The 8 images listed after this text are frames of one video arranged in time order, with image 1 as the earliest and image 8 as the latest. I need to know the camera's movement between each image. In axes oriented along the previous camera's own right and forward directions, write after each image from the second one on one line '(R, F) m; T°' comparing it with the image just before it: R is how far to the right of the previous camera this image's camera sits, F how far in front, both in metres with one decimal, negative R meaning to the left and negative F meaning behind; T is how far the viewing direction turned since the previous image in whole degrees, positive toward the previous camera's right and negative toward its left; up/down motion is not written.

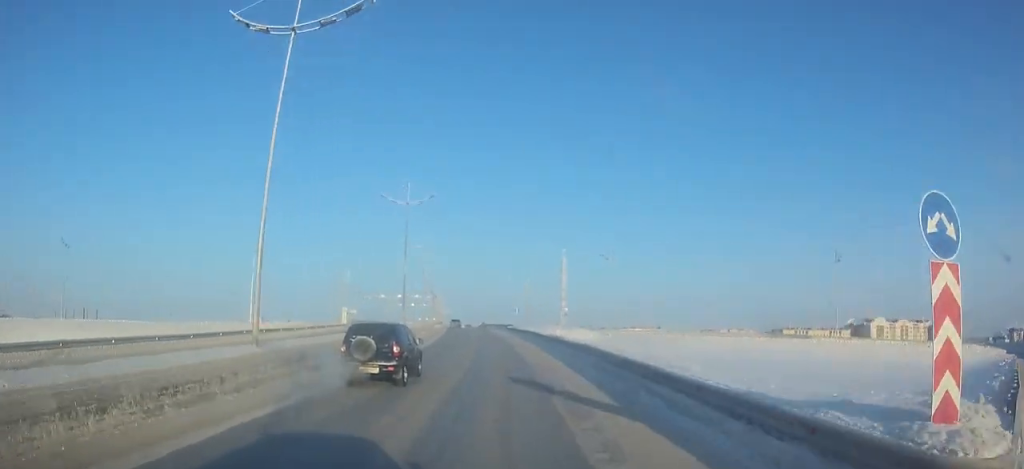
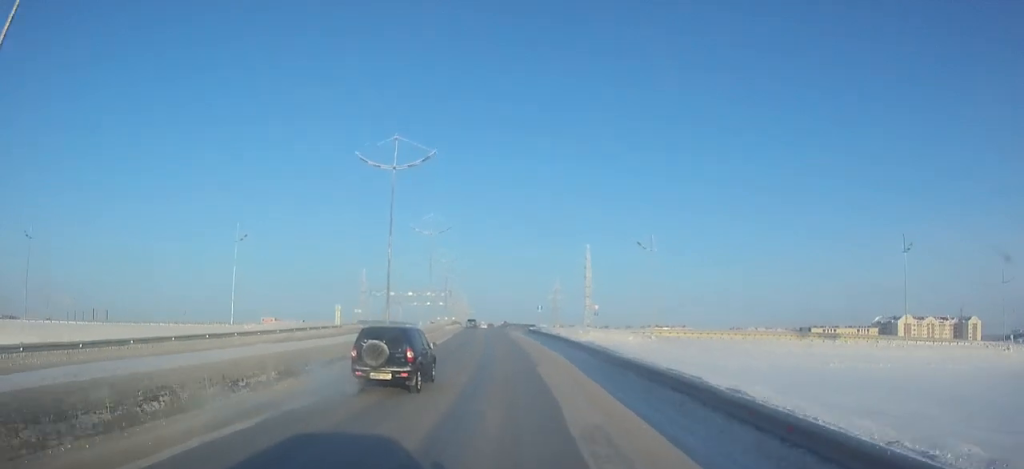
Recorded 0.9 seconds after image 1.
(-0.1, +11.5) m; -1°
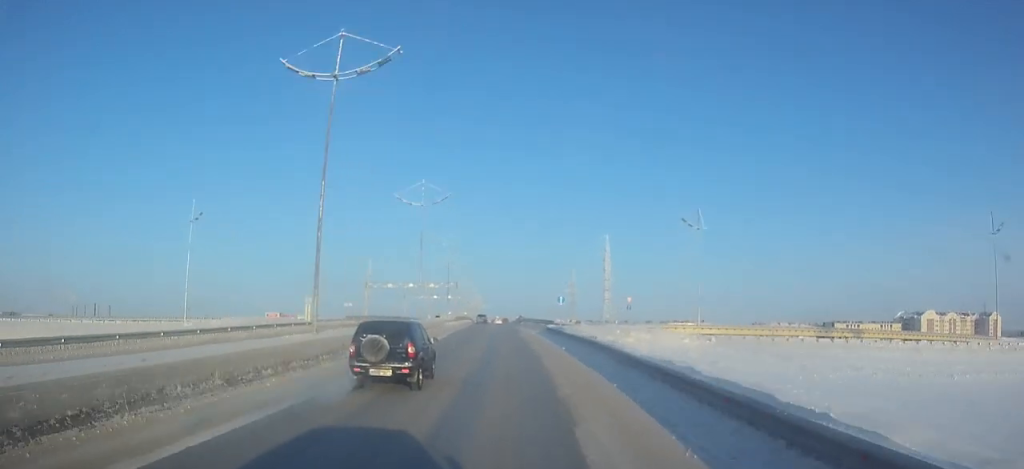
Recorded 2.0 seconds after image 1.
(-0.2, +14.0) m; -1°
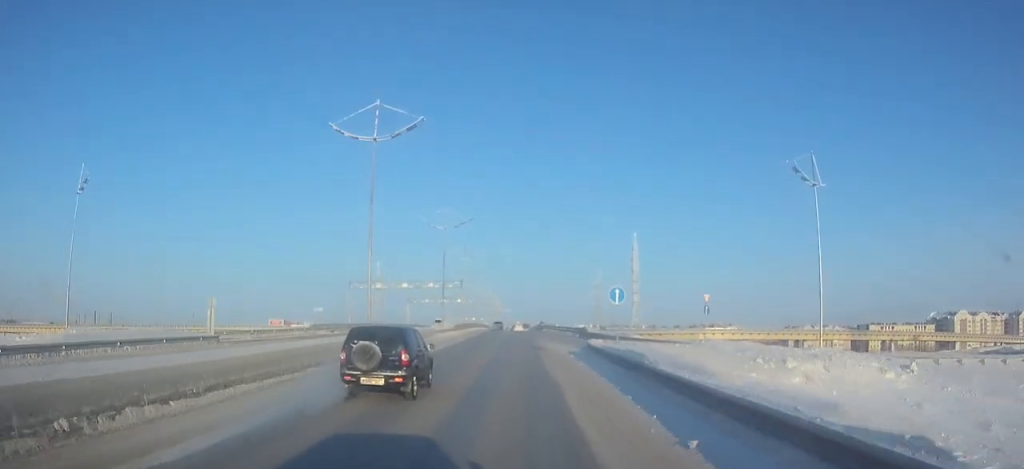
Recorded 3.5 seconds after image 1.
(-0.2, +21.1) m; -1°
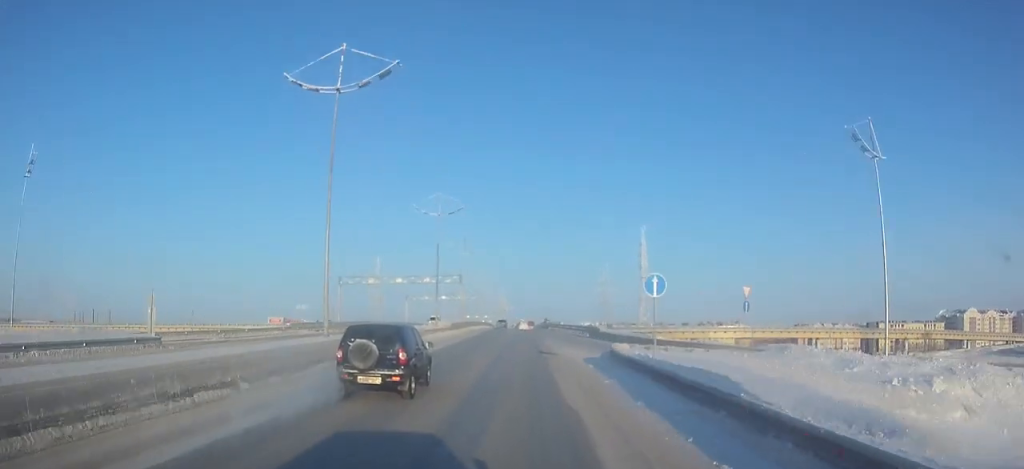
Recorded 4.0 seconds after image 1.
(0.0, +6.9) m; 0°
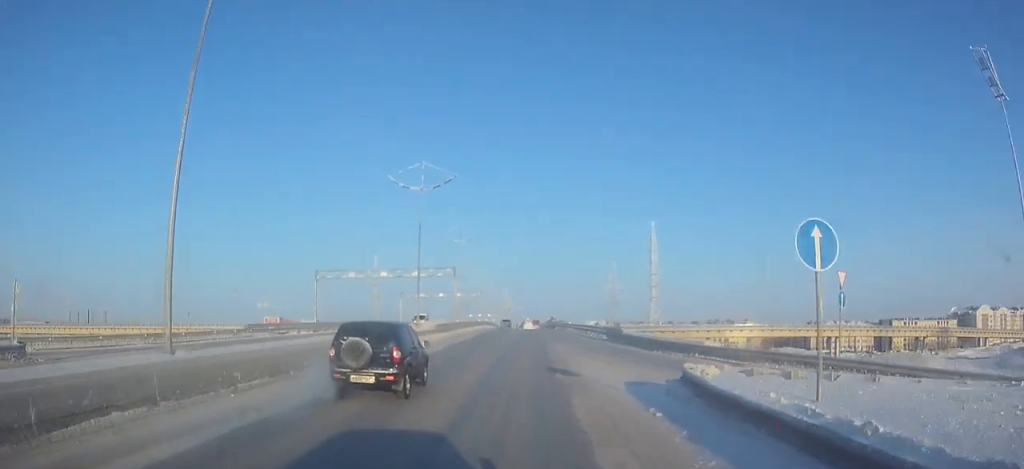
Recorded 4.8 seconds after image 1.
(0.0, +10.7) m; 0°
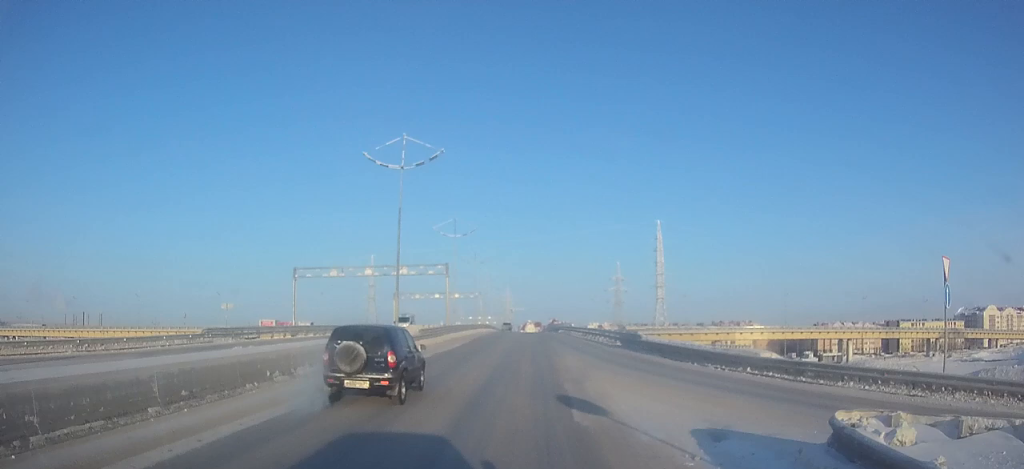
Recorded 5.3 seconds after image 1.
(0.0, +7.1) m; 0°
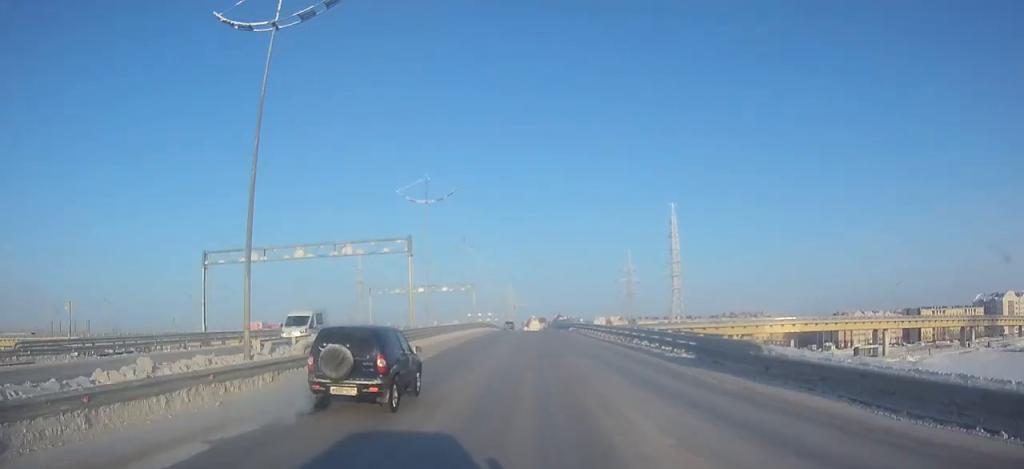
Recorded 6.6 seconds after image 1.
(0.0, +19.2) m; 0°
